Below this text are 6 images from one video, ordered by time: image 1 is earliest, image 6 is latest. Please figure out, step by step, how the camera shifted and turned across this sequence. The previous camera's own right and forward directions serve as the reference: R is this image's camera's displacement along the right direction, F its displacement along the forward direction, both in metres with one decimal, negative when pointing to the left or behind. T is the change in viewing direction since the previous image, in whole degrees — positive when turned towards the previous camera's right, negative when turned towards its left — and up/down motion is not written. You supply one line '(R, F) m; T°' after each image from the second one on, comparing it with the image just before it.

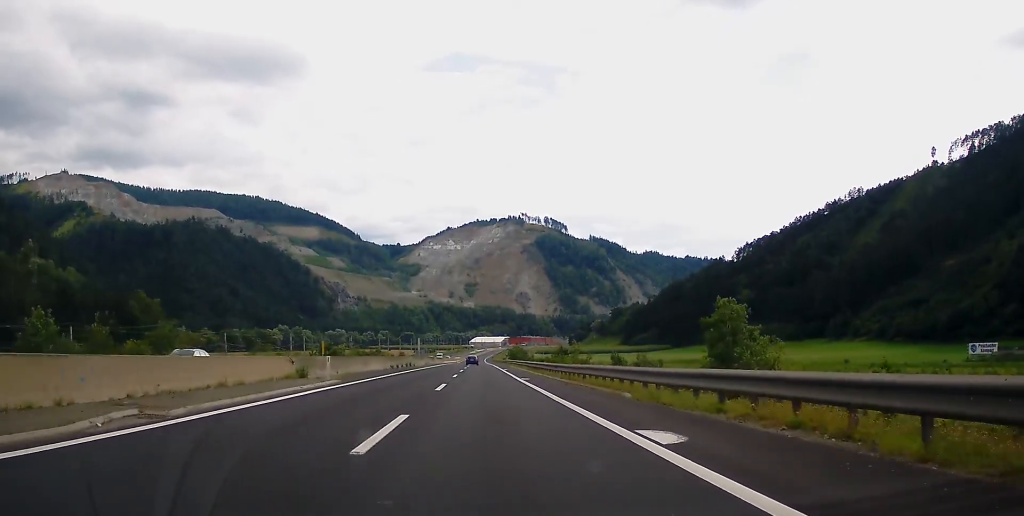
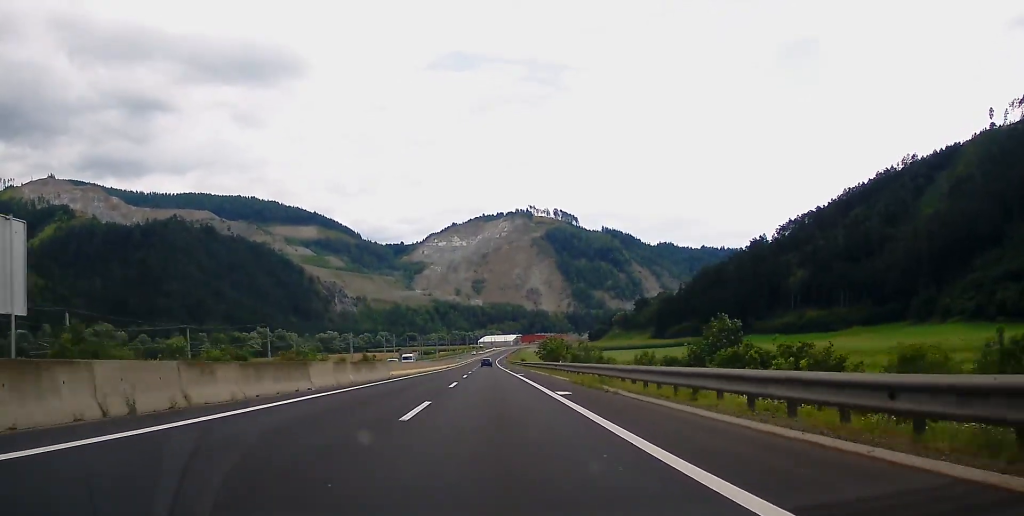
(-1.2, +84.1) m; -1°
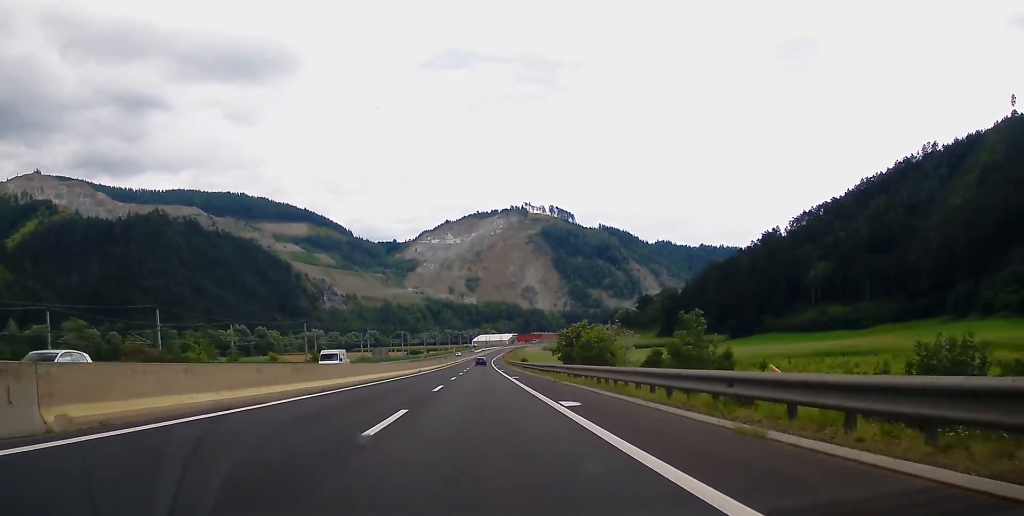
(+0.3, +38.7) m; +1°
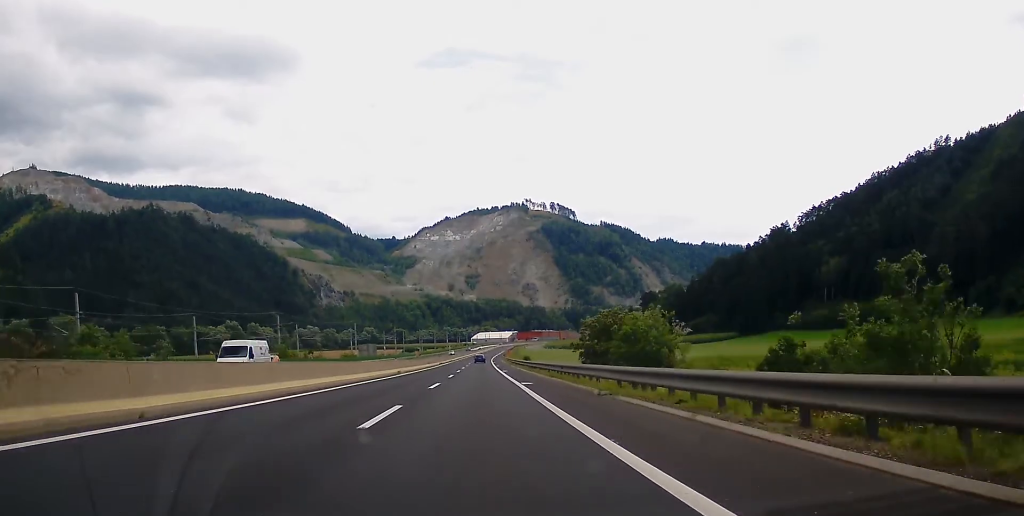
(0.0, +16.9) m; 0°
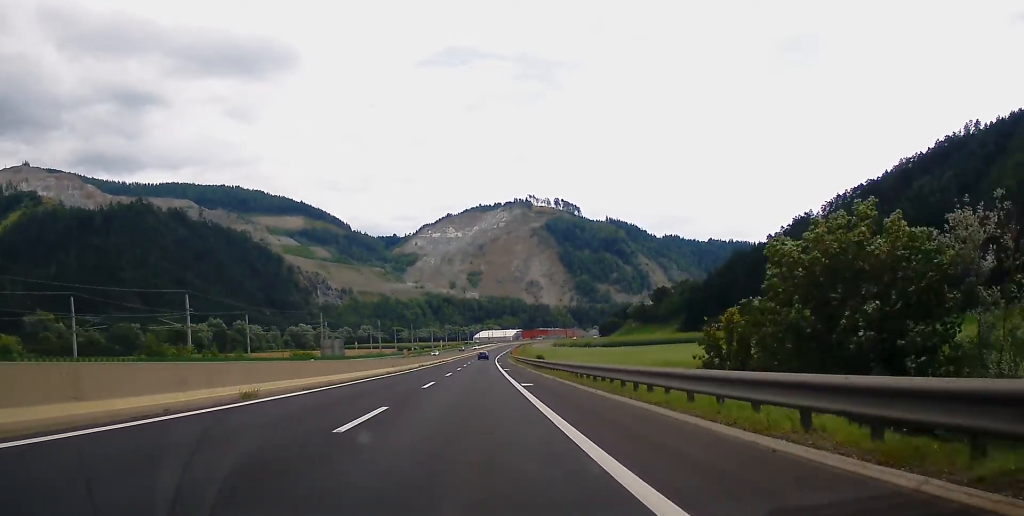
(0.0, +36.7) m; 0°
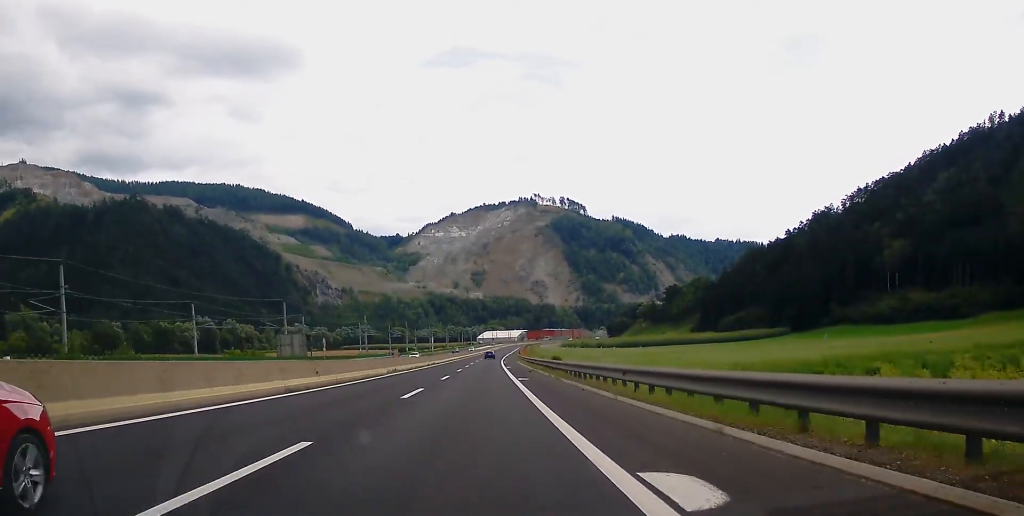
(0.0, +26.1) m; 0°
